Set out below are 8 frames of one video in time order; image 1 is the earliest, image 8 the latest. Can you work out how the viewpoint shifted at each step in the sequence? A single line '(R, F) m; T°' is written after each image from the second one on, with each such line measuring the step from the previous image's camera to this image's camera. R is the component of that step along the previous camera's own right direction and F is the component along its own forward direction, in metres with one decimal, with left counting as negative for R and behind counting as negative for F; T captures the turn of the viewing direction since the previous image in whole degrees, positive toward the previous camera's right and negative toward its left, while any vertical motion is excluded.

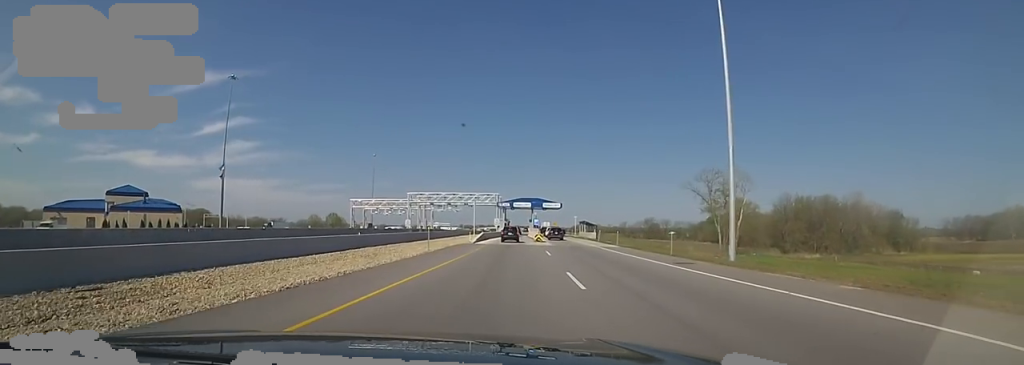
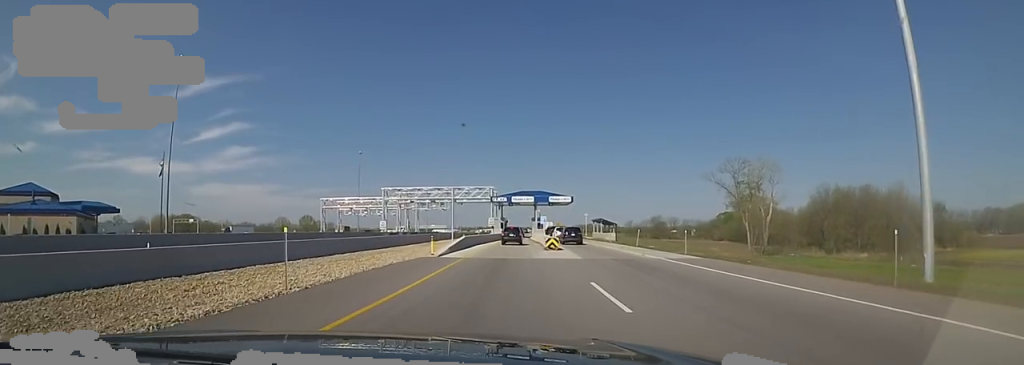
(+0.4, +18.1) m; +4°
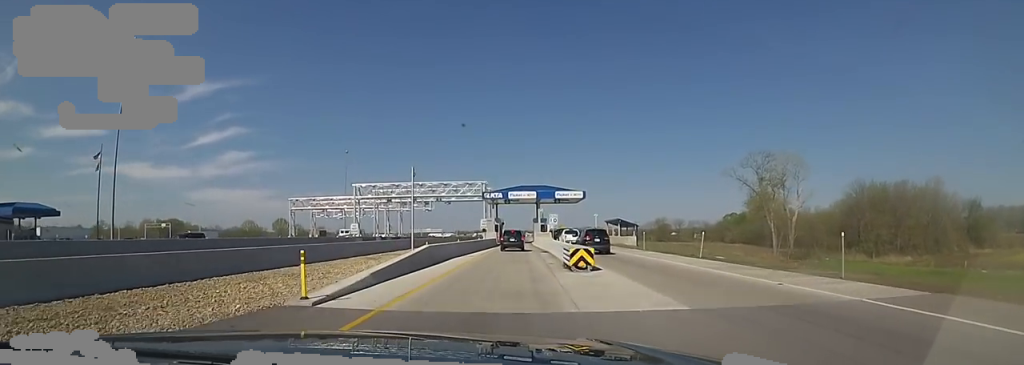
(+0.3, +13.2) m; -3°
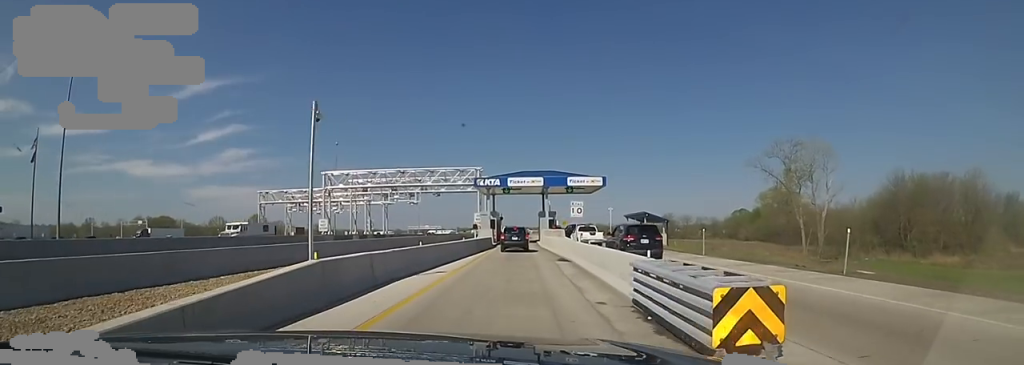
(-0.8, +11.0) m; -3°
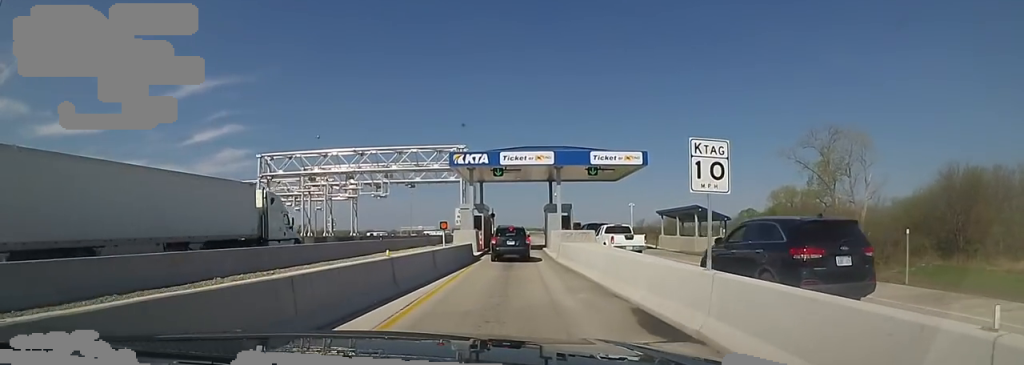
(+0.4, +14.6) m; +7°
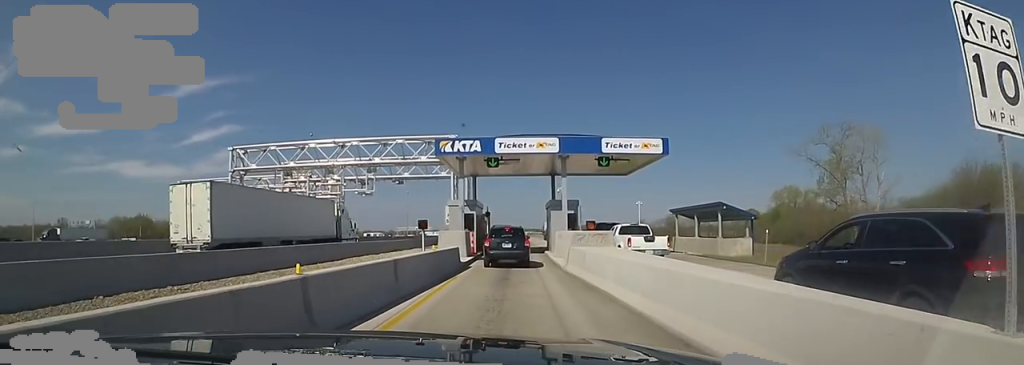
(-0.1, +4.6) m; +3°
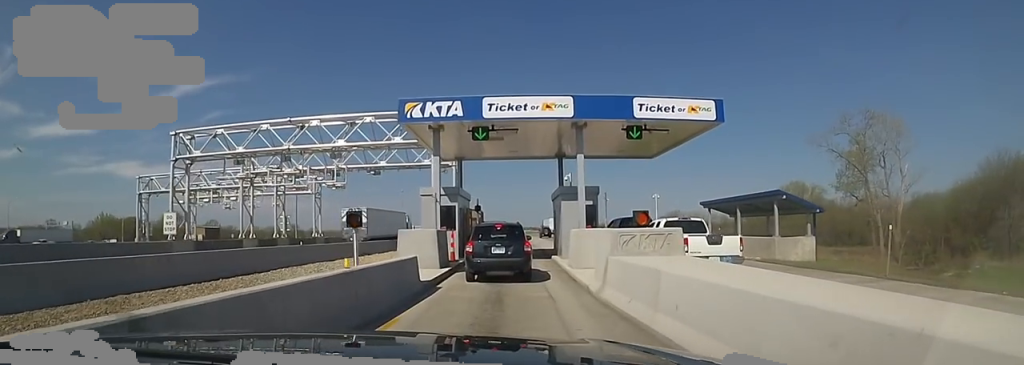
(+0.8, +7.4) m; -5°
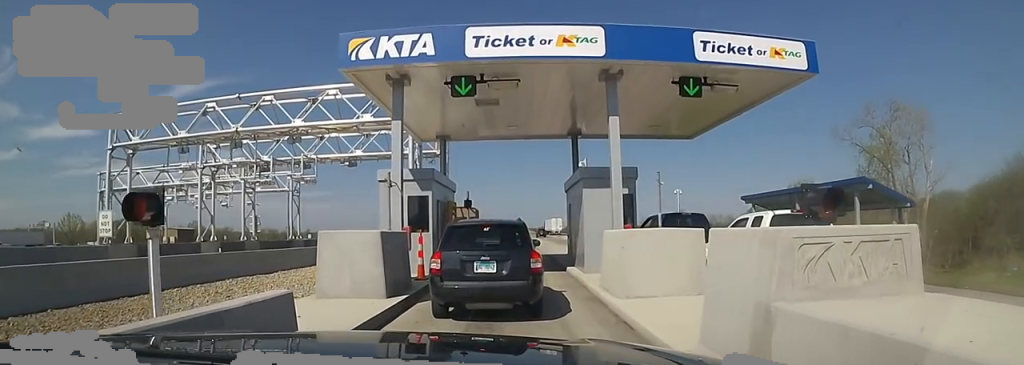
(-1.0, +6.3) m; +3°
